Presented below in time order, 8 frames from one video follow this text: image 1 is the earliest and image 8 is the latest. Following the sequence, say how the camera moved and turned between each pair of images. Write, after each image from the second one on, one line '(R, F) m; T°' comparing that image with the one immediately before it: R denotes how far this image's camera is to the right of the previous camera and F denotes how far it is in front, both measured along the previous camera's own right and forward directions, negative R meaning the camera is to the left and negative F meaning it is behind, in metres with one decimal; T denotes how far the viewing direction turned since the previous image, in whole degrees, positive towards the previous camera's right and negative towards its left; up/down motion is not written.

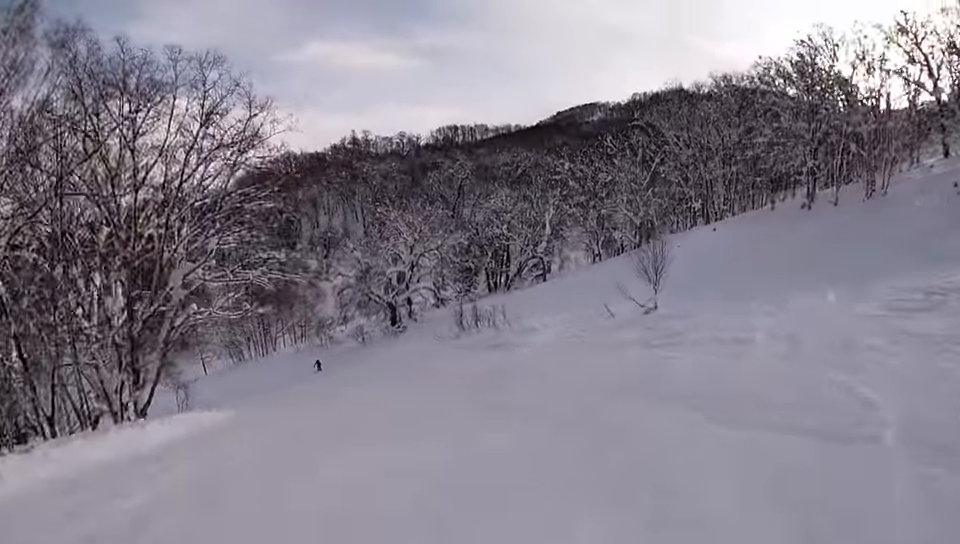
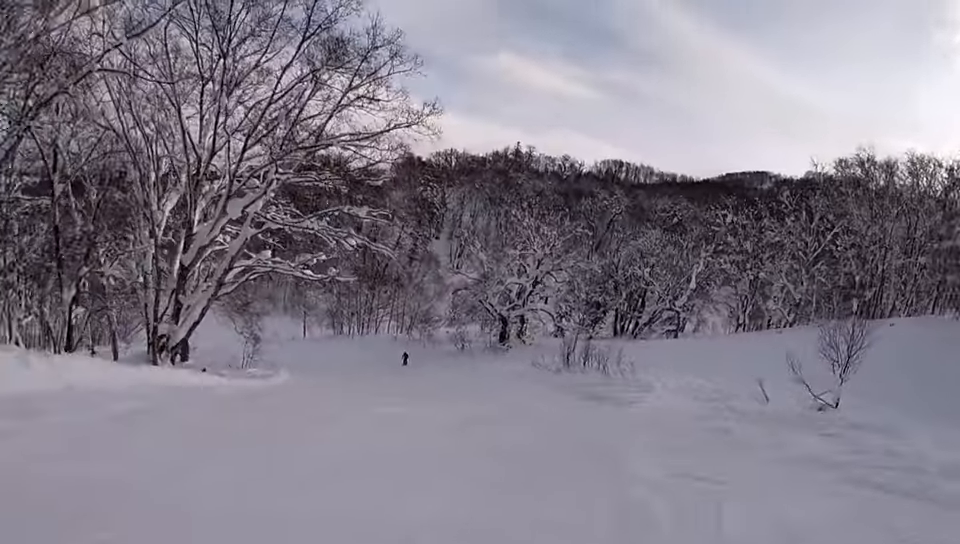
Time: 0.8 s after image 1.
(-0.7, +7.6) m; -13°
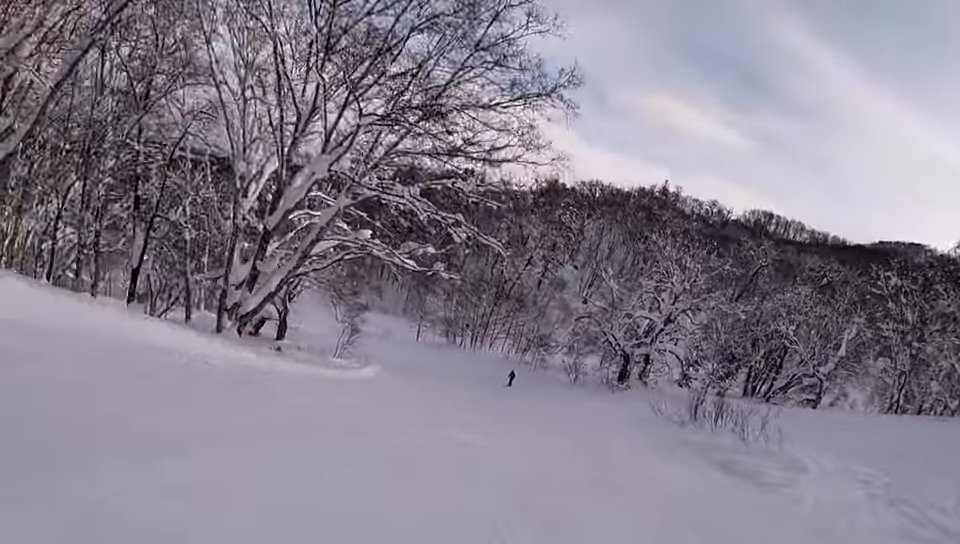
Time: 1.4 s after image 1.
(-0.8, +6.1) m; -4°
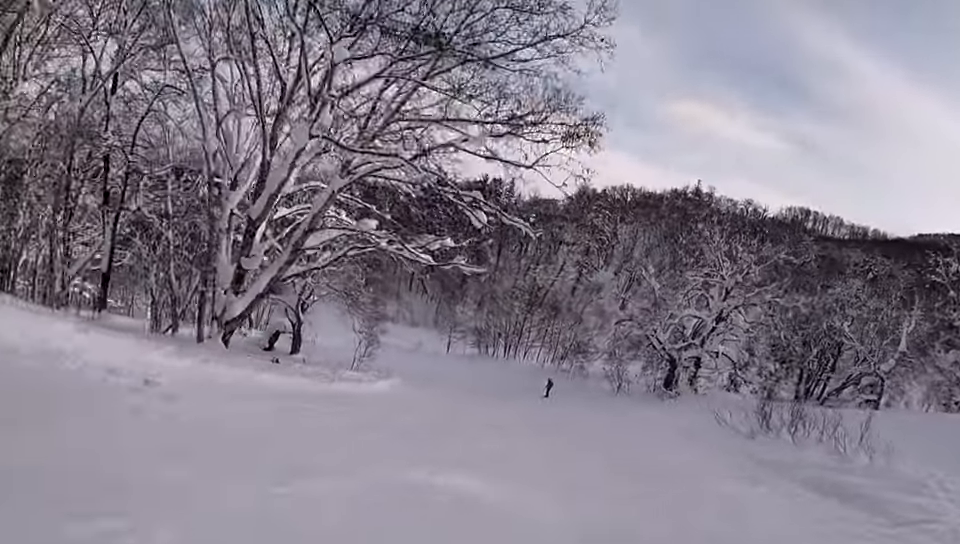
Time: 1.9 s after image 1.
(-0.3, +4.9) m; -3°
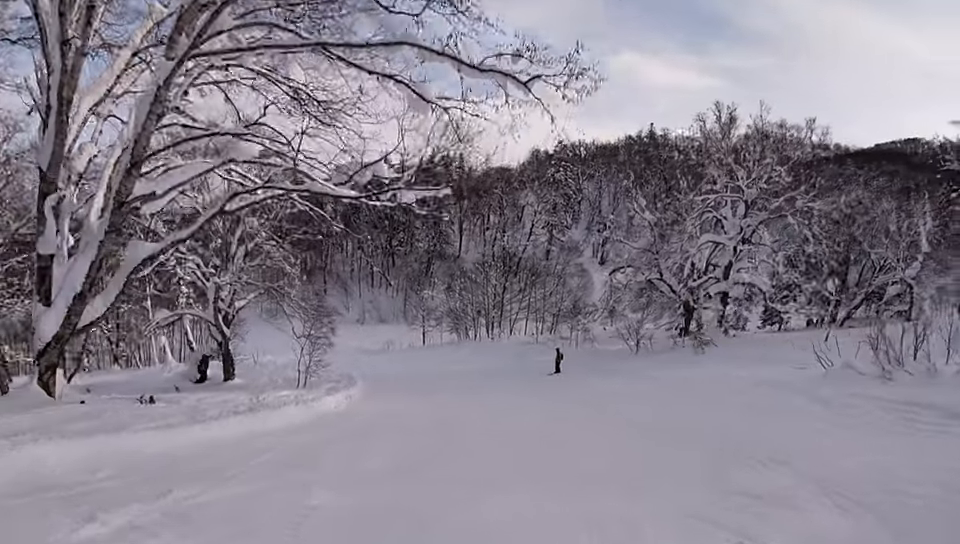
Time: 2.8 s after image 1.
(0.0, +10.2) m; -1°
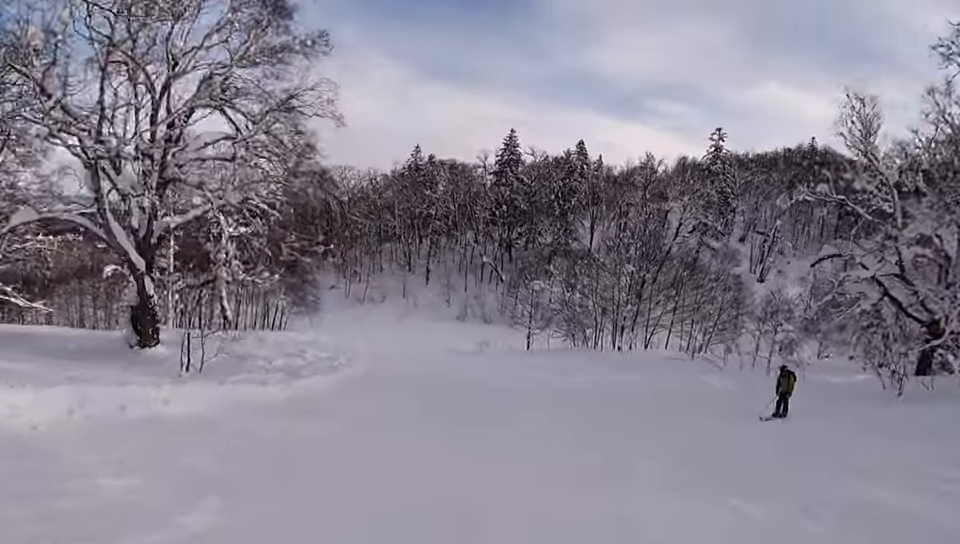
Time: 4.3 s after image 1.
(-2.7, +17.6) m; -19°
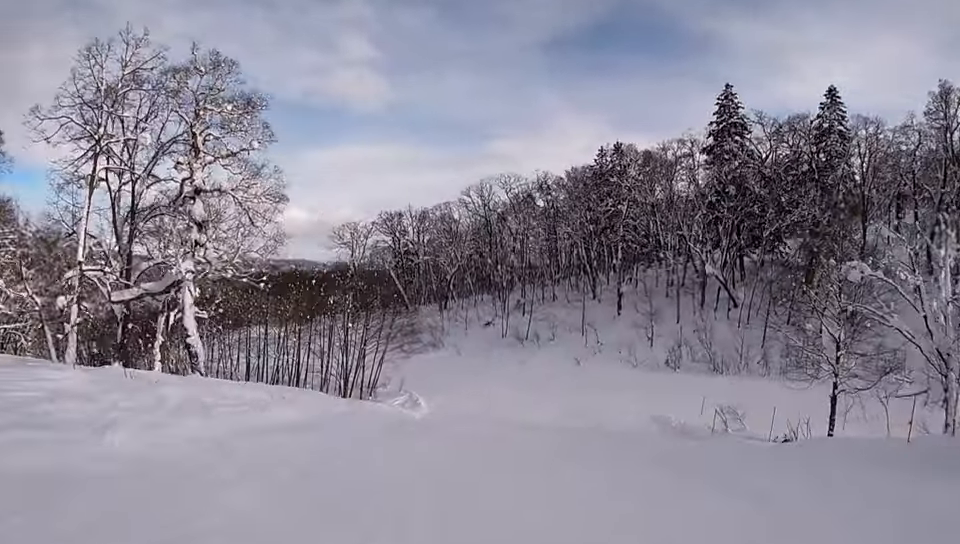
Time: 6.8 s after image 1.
(-5.9, +30.6) m; -19°
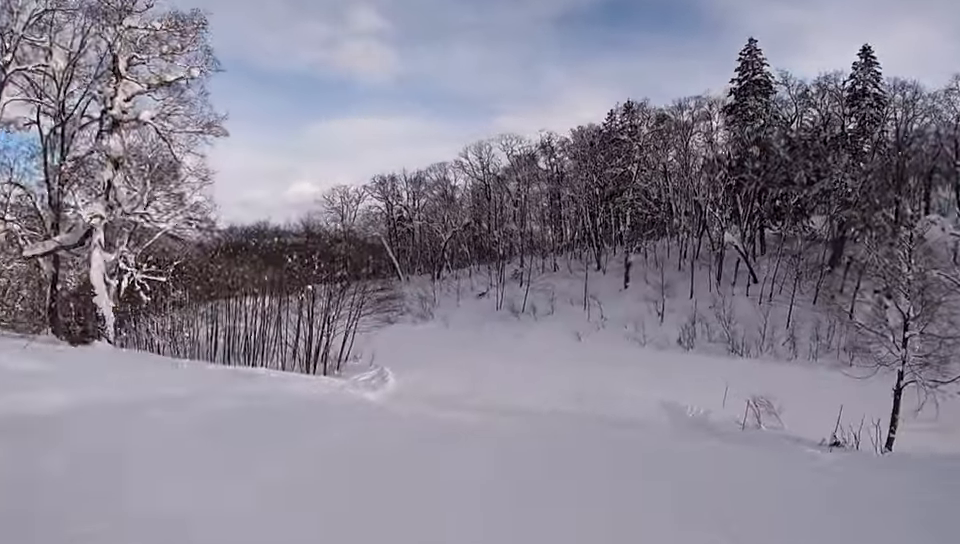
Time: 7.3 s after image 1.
(0.0, +6.0) m; -1°
